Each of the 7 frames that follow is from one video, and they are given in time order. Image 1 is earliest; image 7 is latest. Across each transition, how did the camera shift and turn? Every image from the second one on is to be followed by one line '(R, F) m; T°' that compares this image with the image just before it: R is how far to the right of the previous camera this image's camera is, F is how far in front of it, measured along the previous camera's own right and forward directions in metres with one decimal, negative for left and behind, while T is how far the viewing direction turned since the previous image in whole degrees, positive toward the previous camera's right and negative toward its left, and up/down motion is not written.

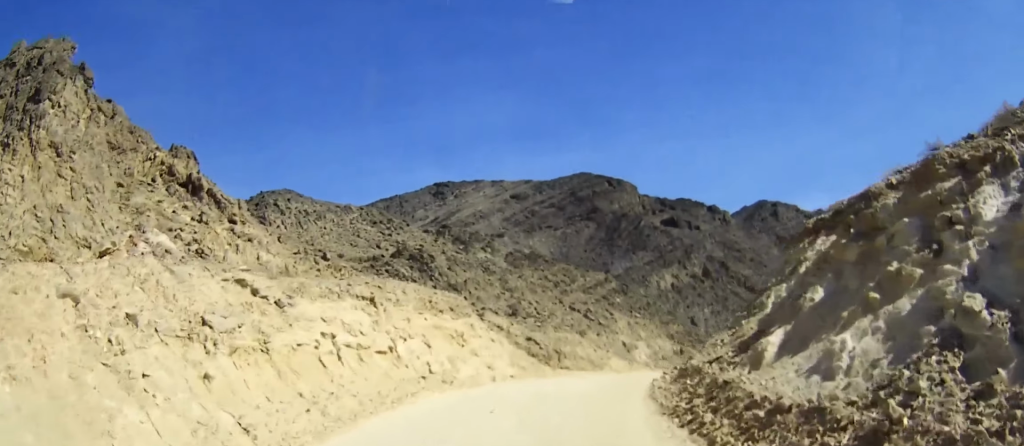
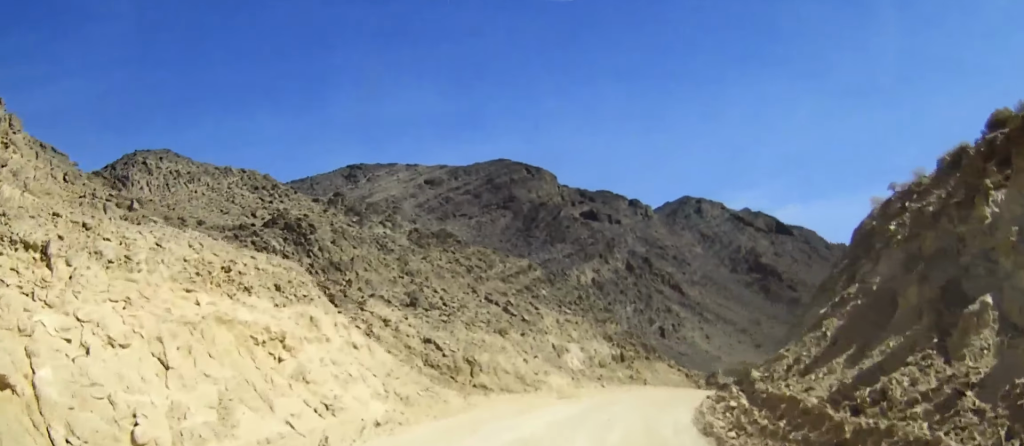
(+0.7, +10.9) m; +9°
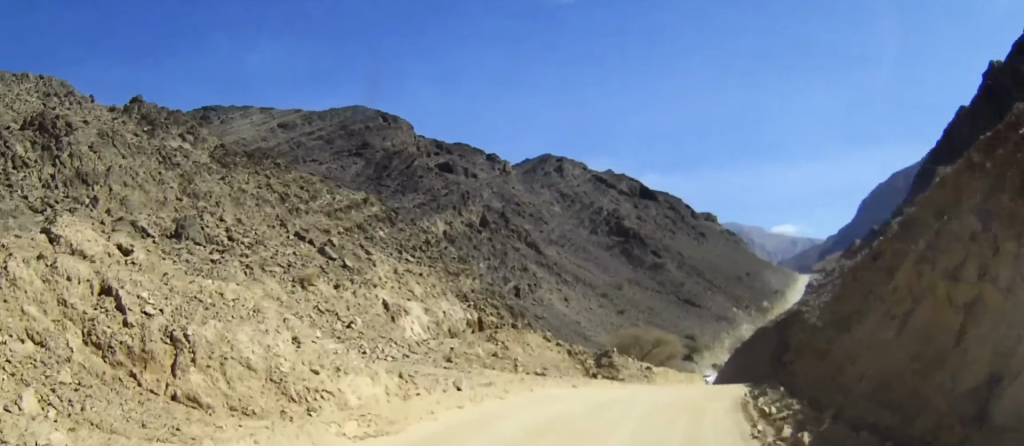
(+1.3, +12.2) m; +12°
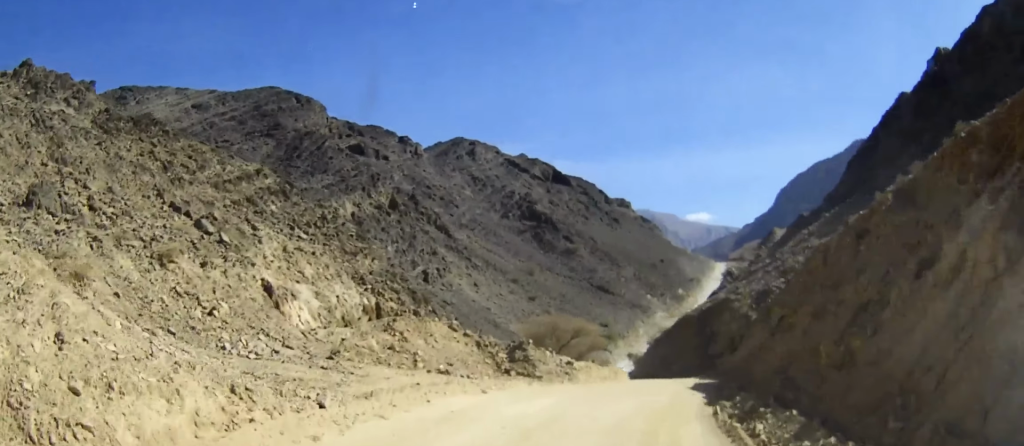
(0.0, +4.5) m; +5°
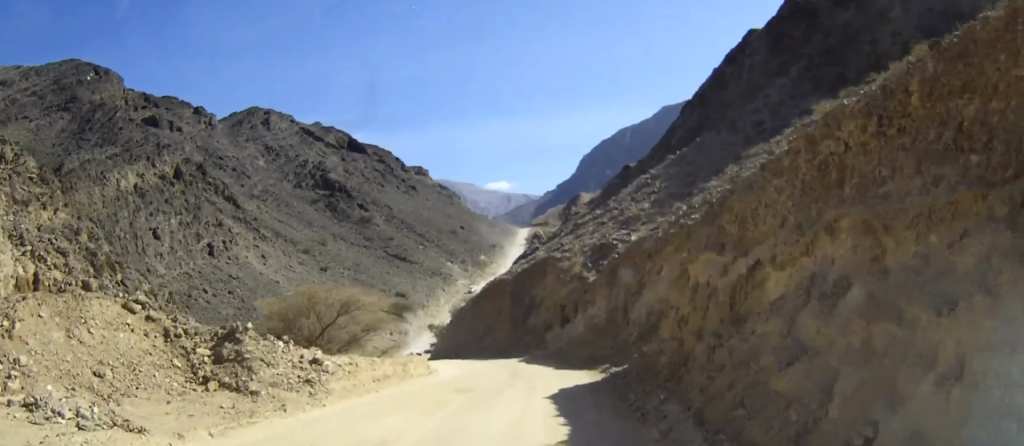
(+2.4, +13.5) m; +17°
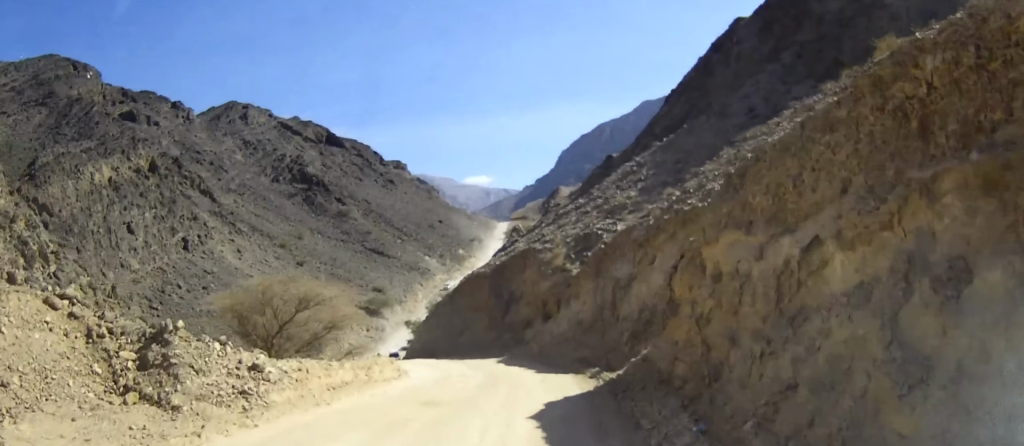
(+0.1, +2.9) m; +2°
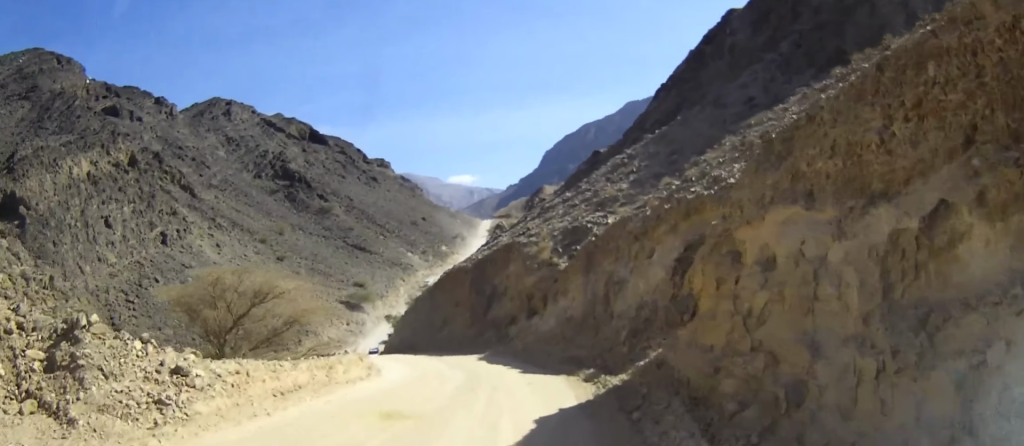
(+0.1, +2.9) m; +1°
